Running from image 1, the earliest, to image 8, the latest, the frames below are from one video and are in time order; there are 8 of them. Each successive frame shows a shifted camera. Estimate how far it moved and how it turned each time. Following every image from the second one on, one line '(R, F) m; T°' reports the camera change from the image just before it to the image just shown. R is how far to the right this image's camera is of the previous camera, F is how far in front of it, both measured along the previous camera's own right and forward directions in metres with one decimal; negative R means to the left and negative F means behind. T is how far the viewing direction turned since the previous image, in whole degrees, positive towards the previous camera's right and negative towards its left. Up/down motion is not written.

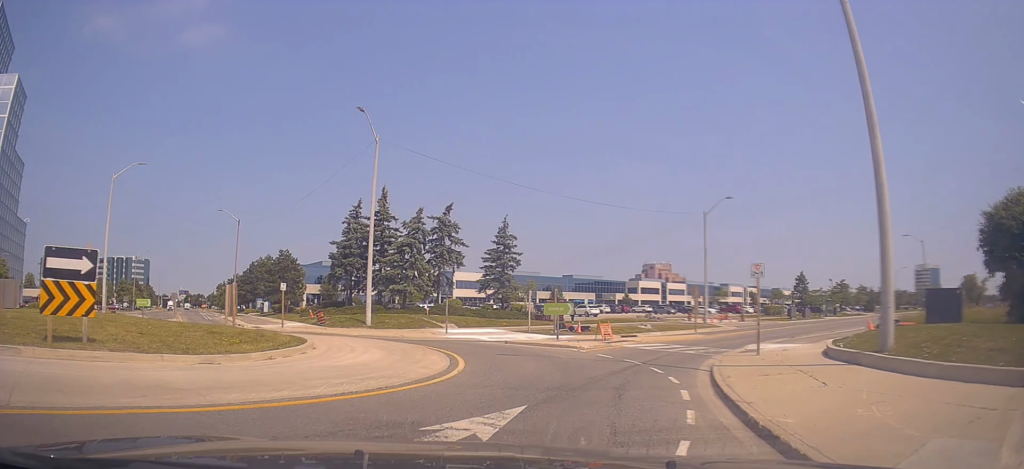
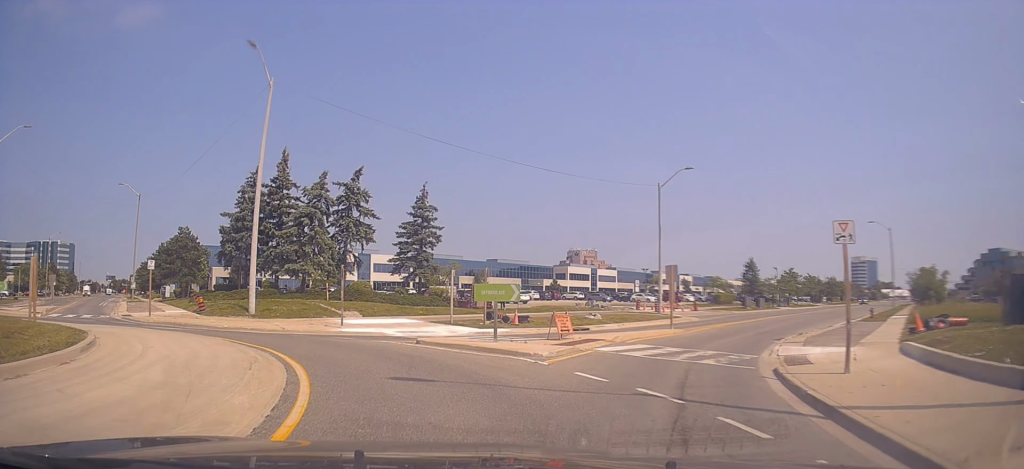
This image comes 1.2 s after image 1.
(+0.8, +7.5) m; +4°
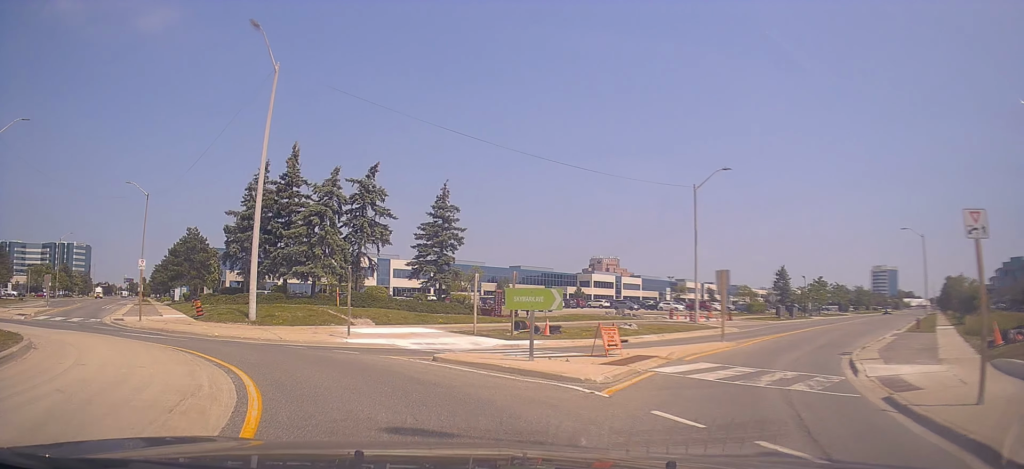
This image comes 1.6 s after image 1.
(-0.1, +2.8) m; -3°
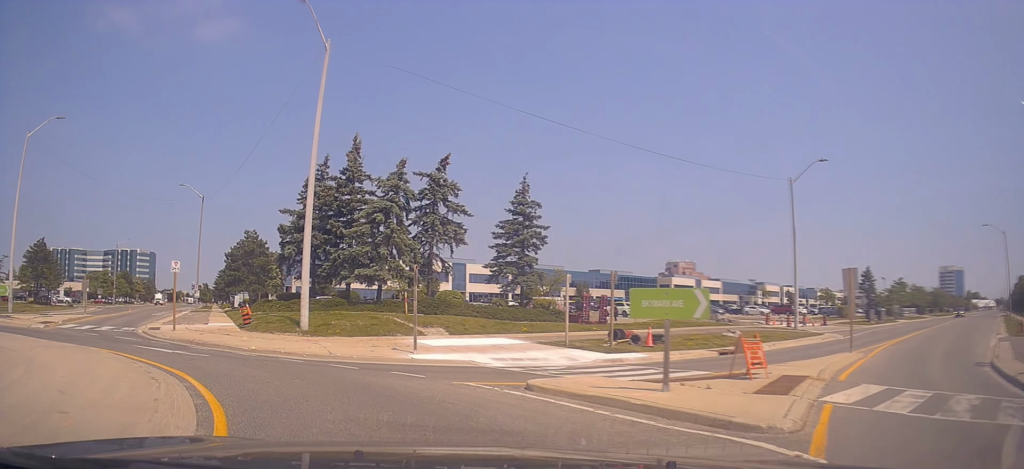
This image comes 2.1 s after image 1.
(-0.1, +3.6) m; -5°
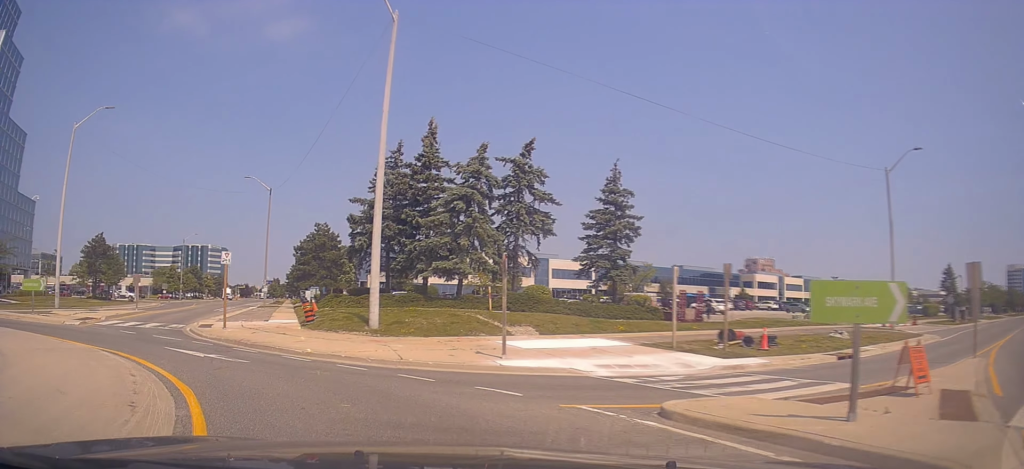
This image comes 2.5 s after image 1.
(-0.1, +2.6) m; -6°
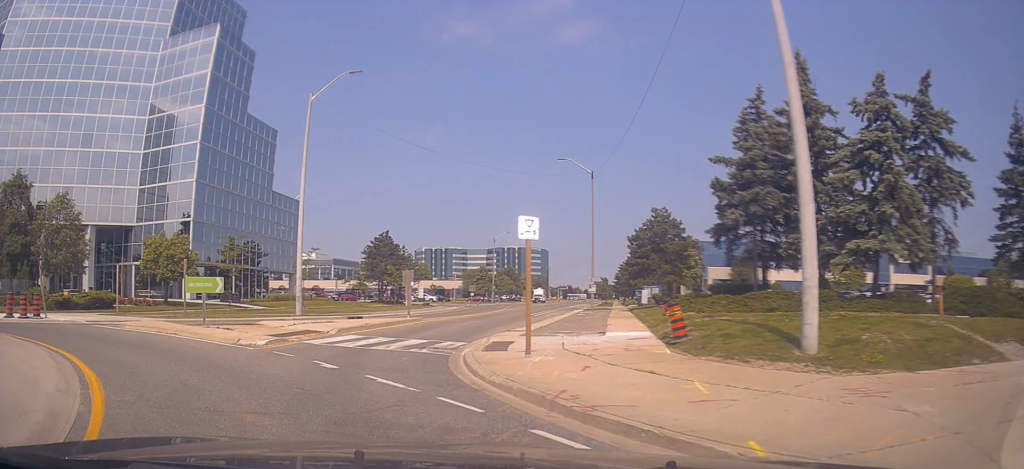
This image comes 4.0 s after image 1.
(-2.3, +9.3) m; -26°
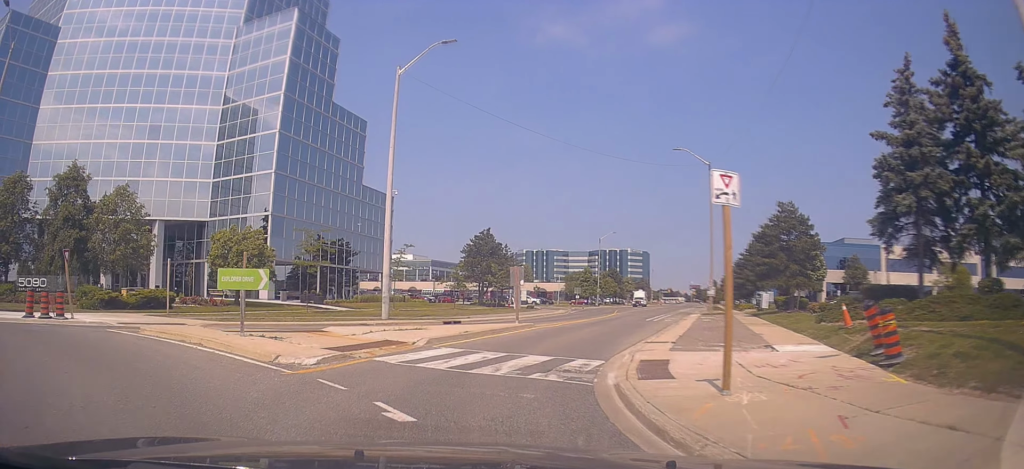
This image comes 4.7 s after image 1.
(-0.4, +4.4) m; -7°
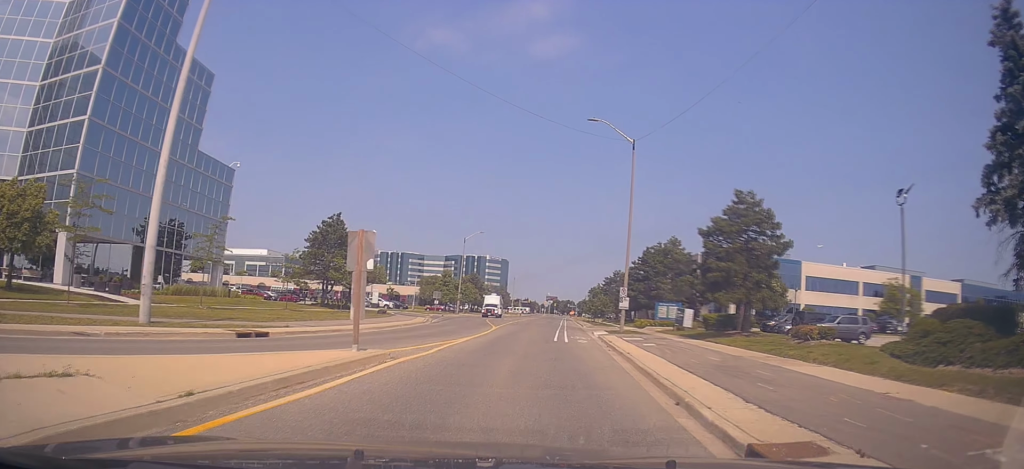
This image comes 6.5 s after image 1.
(-0.7, +11.4) m; +1°
